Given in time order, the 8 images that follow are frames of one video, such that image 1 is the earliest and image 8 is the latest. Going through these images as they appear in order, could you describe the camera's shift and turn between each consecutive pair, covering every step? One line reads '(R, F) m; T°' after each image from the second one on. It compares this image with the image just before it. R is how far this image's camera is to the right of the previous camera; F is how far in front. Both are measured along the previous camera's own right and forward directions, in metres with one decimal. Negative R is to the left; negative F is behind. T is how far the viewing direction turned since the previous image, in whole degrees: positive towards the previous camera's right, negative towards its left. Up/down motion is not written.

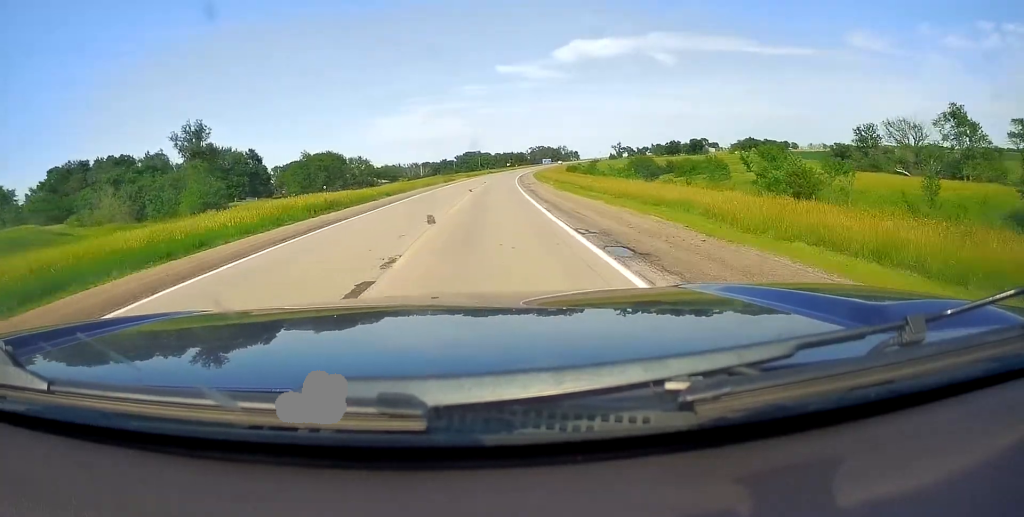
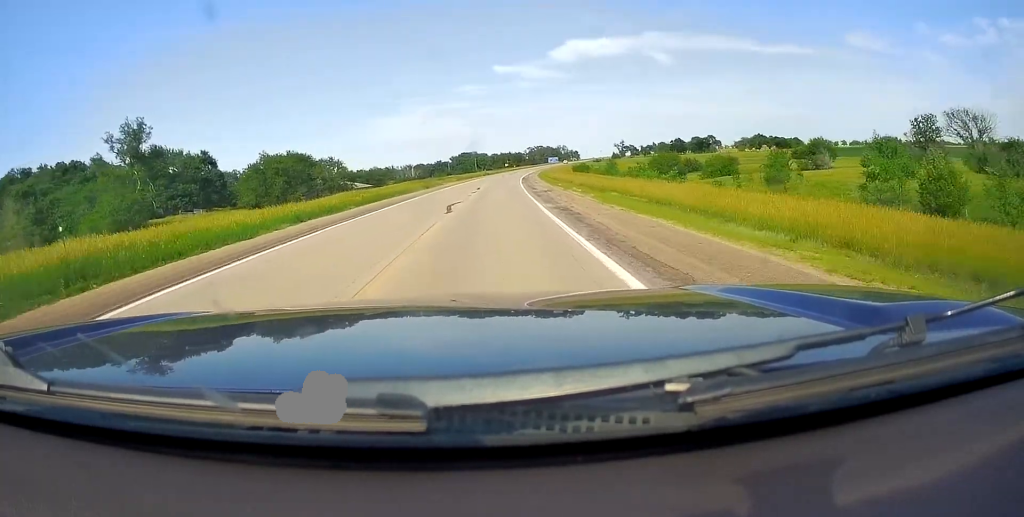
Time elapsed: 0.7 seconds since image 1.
(0.0, +20.2) m; 0°
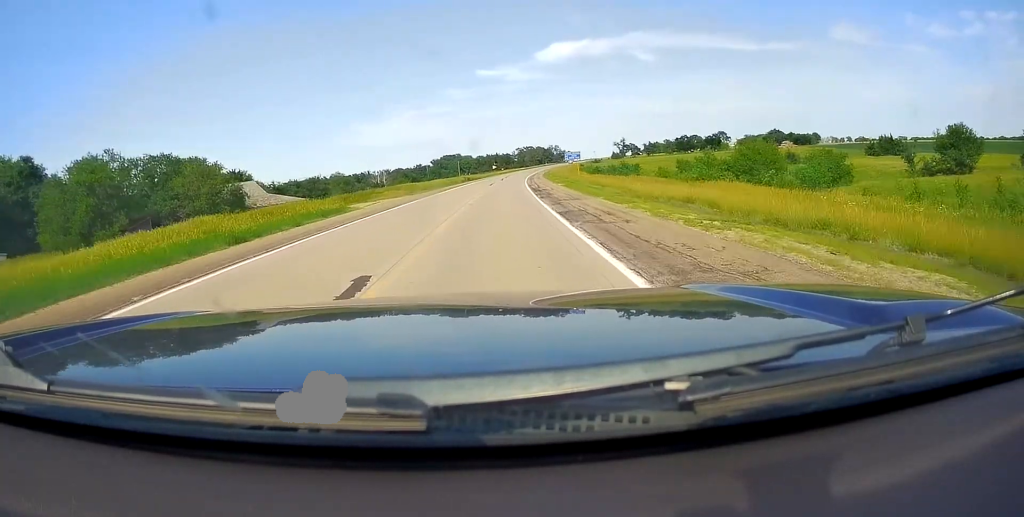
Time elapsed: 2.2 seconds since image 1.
(+0.4, +44.3) m; +1°
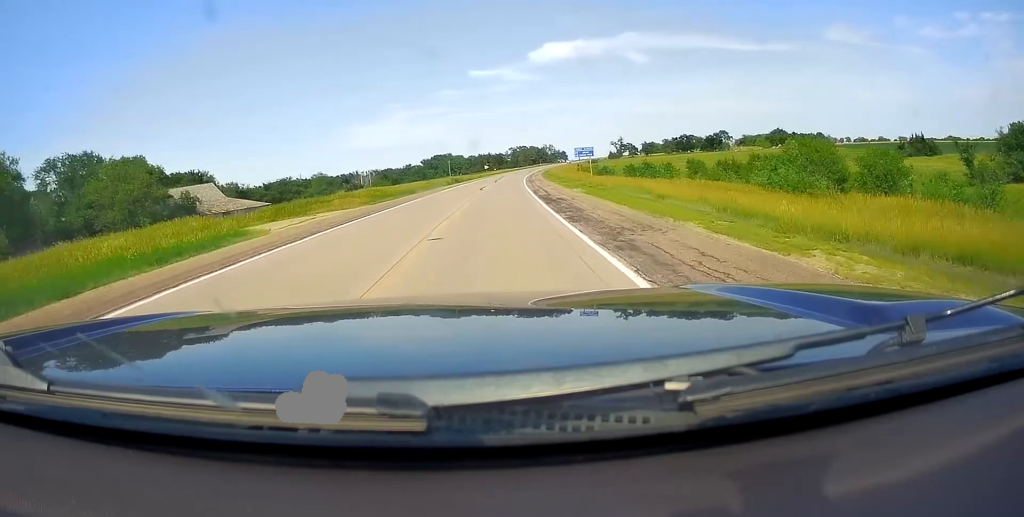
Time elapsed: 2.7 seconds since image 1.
(+0.2, +14.3) m; 0°
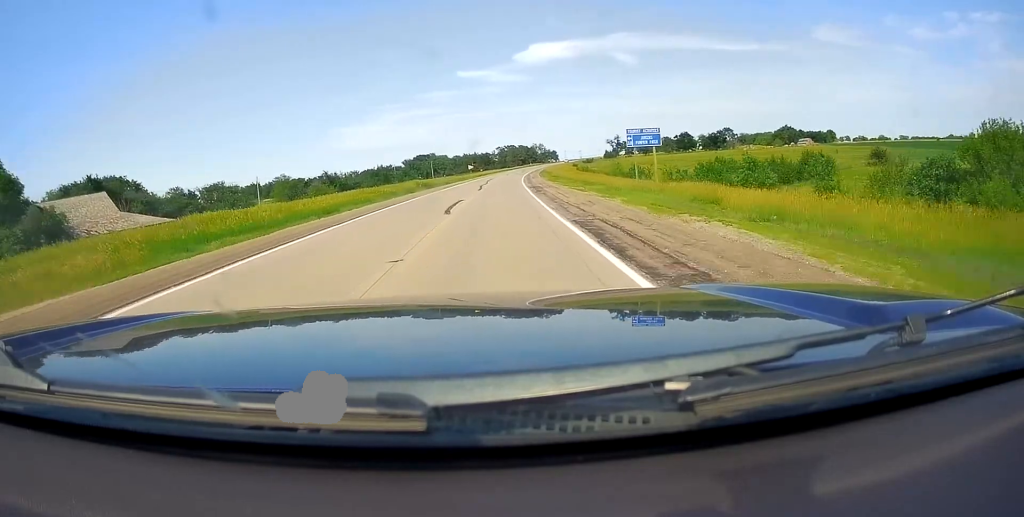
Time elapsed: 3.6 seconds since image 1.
(+0.1, +26.5) m; +1°
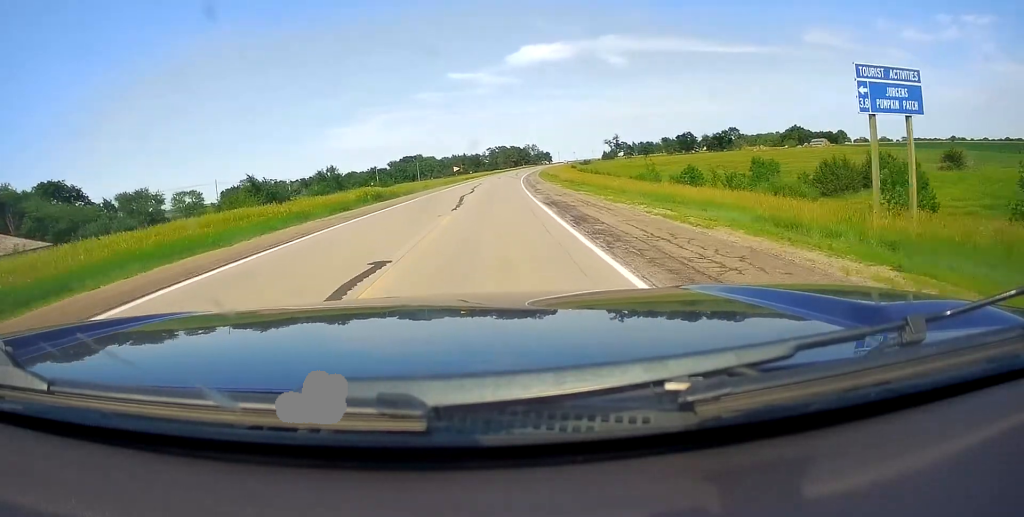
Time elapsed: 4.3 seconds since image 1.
(-0.5, +21.0) m; +1°
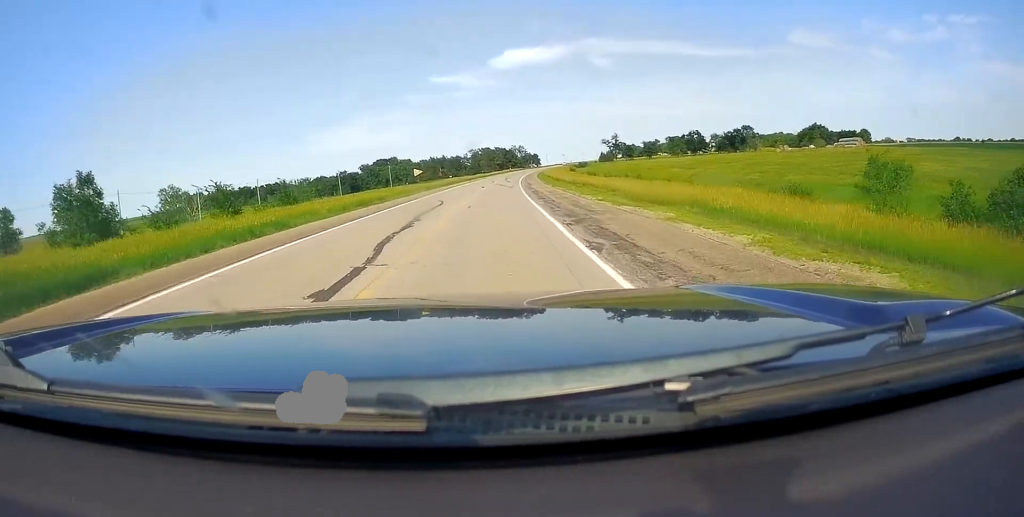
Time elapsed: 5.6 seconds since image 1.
(+1.4, +37.1) m; +2°
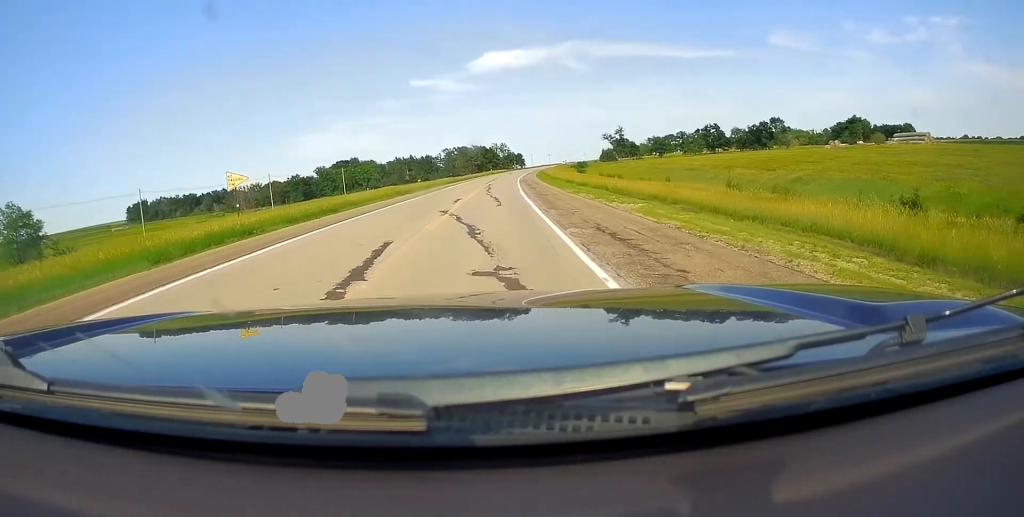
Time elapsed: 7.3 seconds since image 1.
(-0.6, +49.3) m; +2°
